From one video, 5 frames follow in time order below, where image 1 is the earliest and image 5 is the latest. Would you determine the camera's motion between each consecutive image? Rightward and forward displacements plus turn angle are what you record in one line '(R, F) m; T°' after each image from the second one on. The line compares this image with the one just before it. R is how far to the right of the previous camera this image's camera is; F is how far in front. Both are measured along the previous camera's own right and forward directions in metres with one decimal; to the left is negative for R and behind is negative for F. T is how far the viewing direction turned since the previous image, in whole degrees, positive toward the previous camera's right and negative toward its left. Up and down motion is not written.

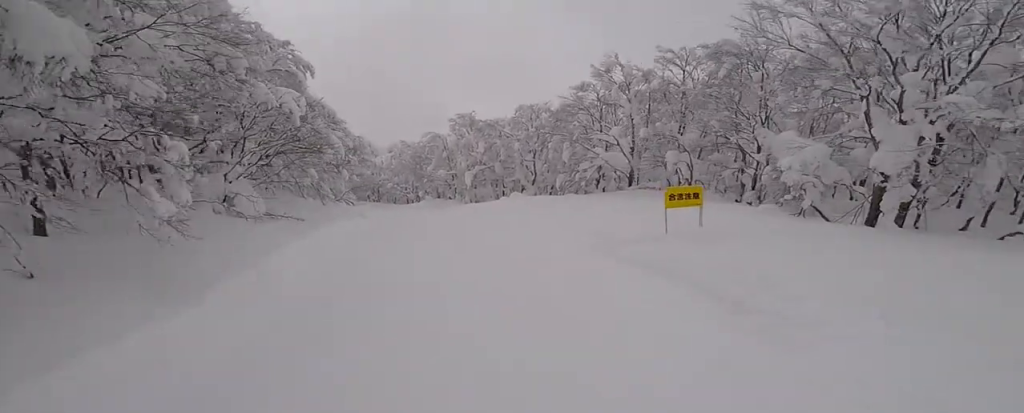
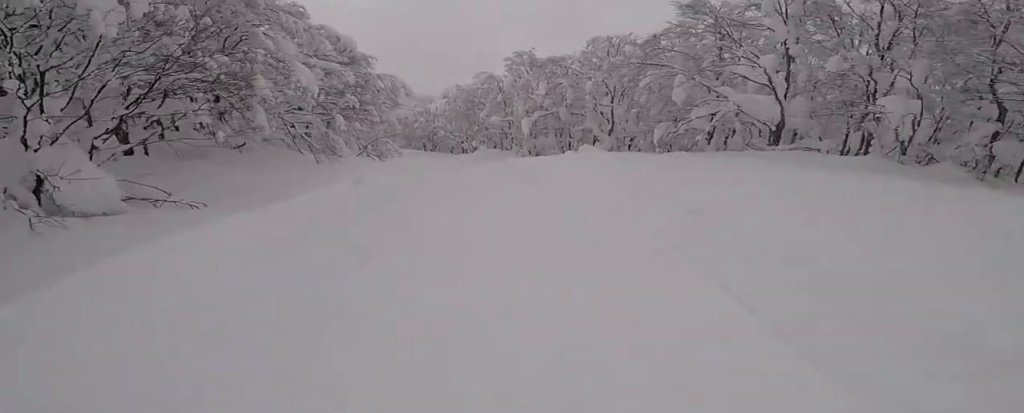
(+0.8, +6.8) m; +4°
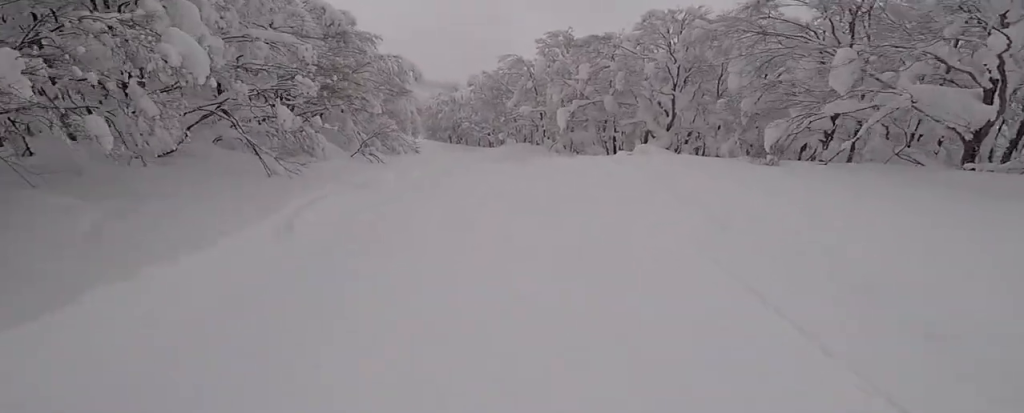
(-0.8, +4.9) m; -12°
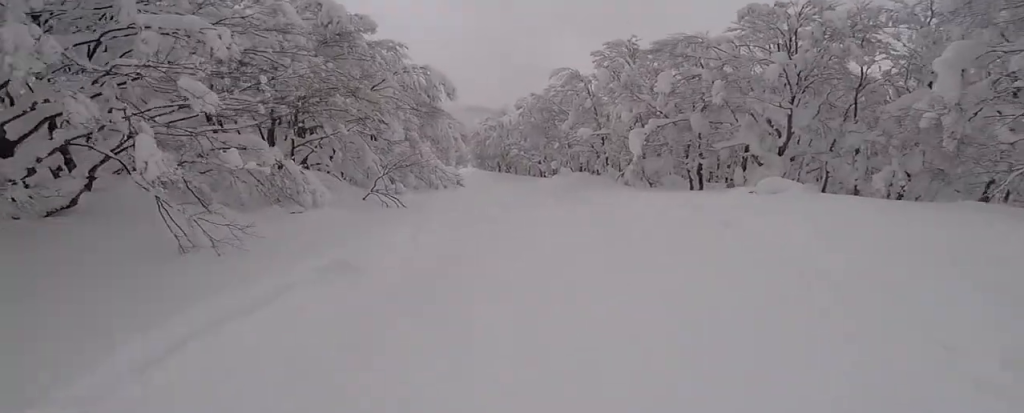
(-0.2, +5.2) m; 0°
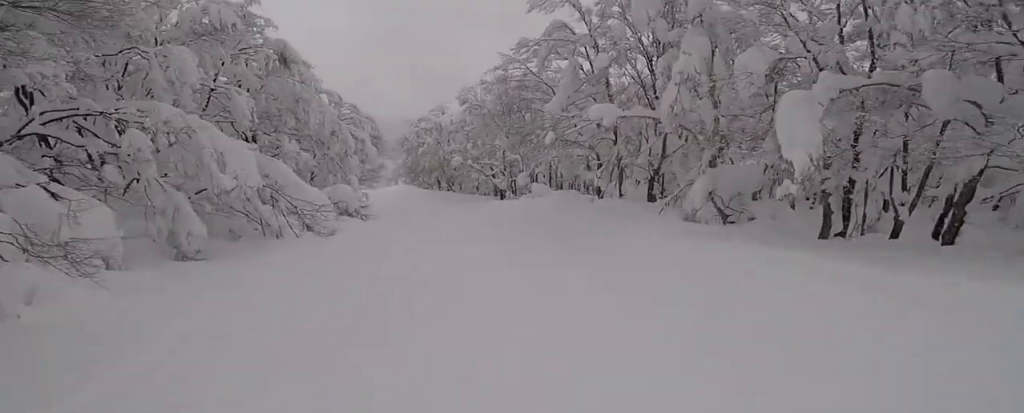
(+0.2, +13.6) m; 0°
